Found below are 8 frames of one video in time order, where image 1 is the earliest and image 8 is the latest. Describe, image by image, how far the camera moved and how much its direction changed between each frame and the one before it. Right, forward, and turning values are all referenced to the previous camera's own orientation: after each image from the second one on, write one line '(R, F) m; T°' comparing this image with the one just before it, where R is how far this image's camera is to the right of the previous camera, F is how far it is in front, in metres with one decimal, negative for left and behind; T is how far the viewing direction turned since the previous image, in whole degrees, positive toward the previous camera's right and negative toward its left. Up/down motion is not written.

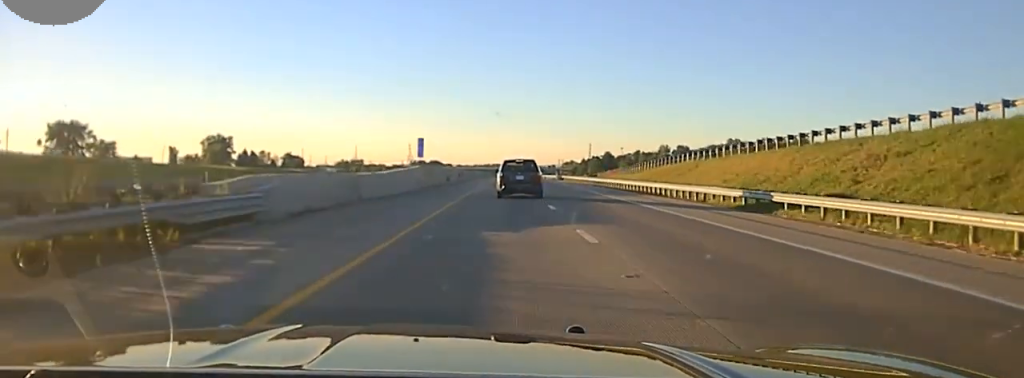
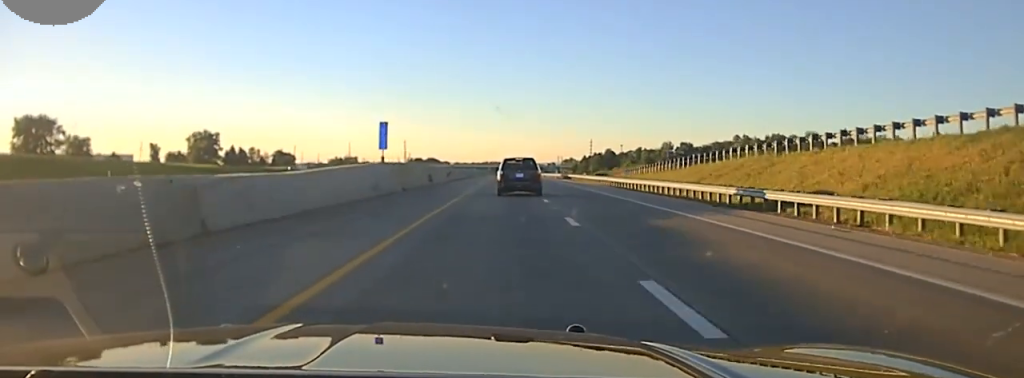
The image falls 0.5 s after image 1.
(-0.4, +20.2) m; -1°
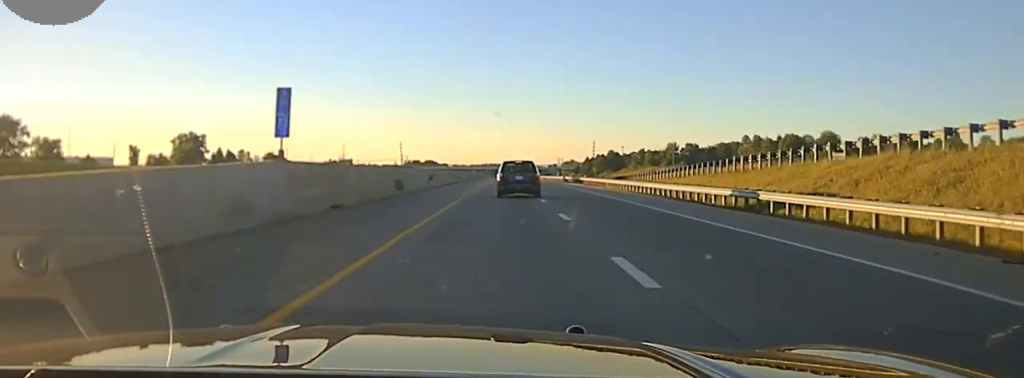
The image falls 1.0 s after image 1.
(-0.2, +21.7) m; 0°
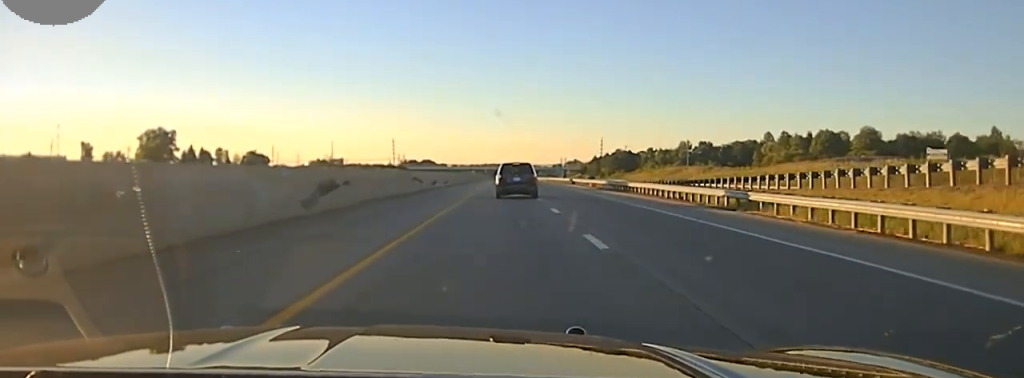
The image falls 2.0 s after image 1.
(+0.1, +44.1) m; 0°
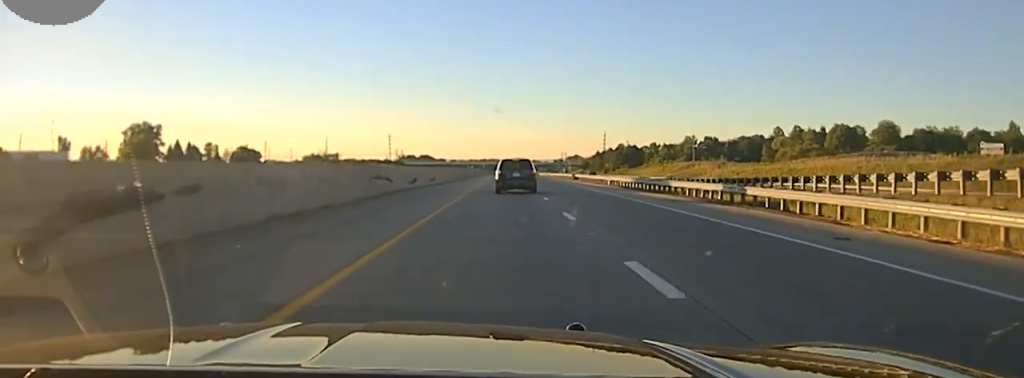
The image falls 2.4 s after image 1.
(0.0, +17.9) m; 0°
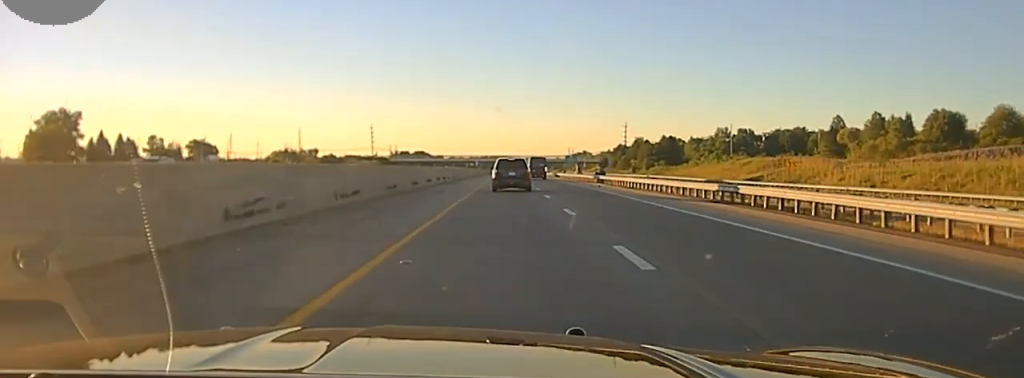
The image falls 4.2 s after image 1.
(-0.3, +84.5) m; 0°
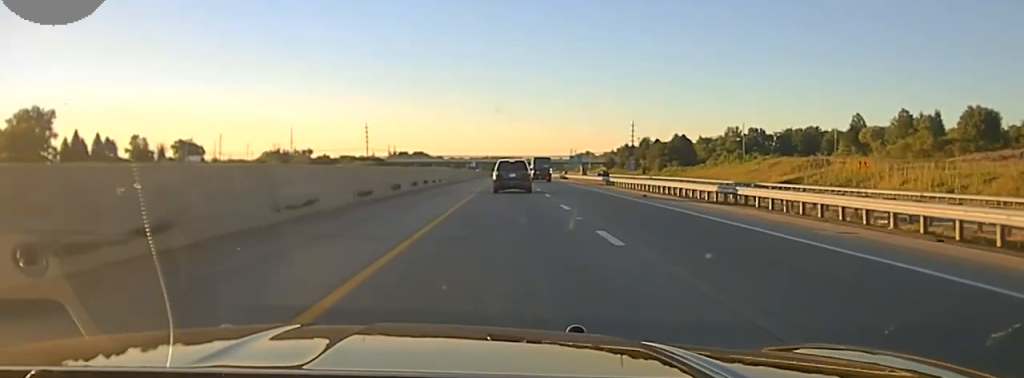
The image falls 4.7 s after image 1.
(0.0, +19.9) m; 0°
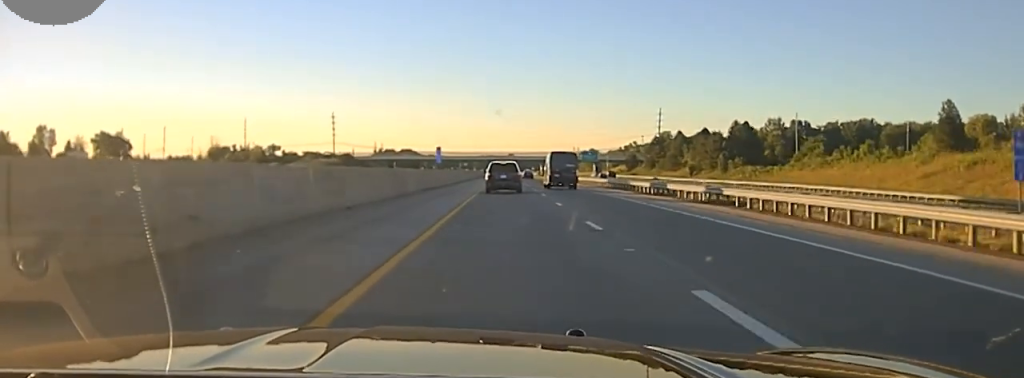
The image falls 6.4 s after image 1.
(0.0, +81.1) m; 0°
